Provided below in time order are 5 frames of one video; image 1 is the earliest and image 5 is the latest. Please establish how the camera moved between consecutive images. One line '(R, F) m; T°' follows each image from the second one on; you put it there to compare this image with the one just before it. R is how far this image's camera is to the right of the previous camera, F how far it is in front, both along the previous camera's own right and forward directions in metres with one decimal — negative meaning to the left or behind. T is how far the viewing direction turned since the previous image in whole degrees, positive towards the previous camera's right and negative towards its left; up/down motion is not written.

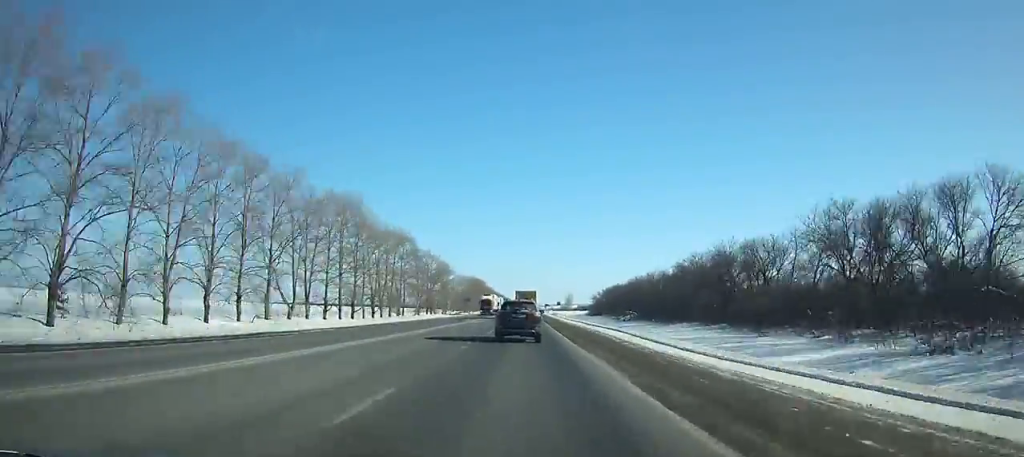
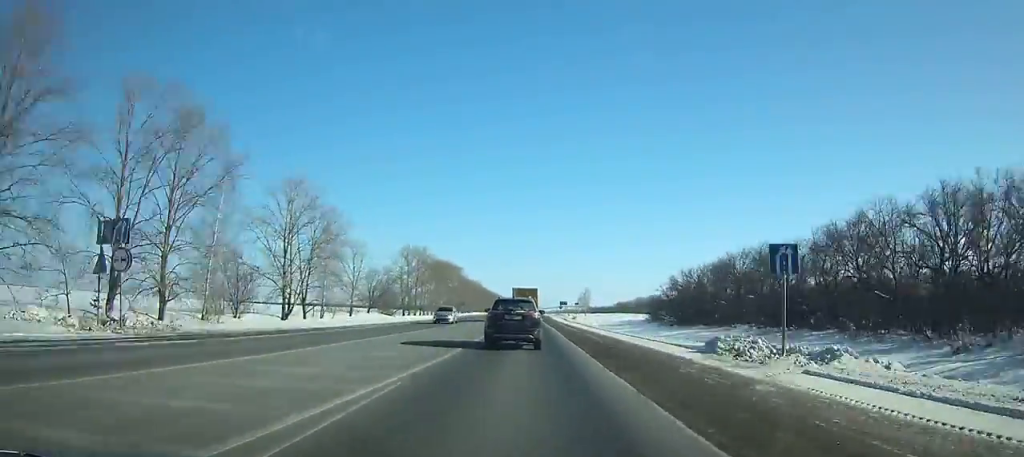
(+0.1, +123.5) m; 0°
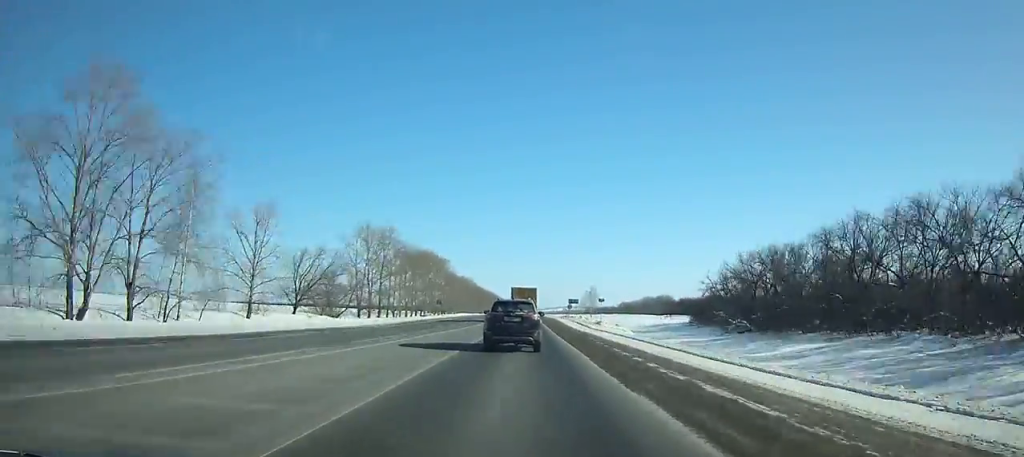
(0.0, +33.7) m; 0°
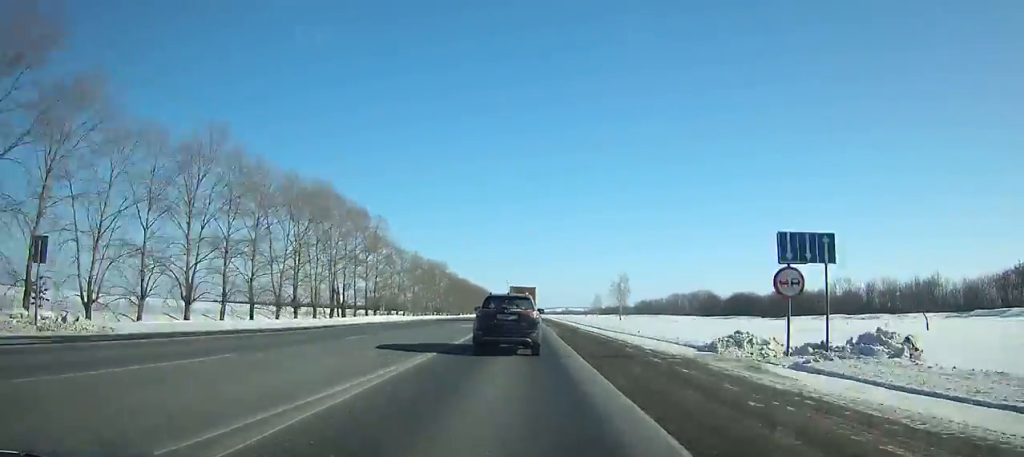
(+0.2, +87.5) m; 0°
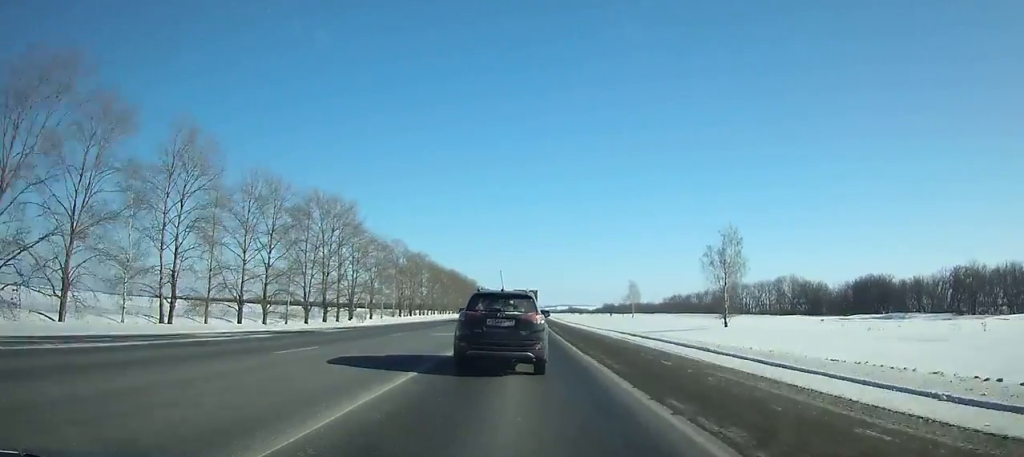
(-0.4, +99.8) m; 0°
